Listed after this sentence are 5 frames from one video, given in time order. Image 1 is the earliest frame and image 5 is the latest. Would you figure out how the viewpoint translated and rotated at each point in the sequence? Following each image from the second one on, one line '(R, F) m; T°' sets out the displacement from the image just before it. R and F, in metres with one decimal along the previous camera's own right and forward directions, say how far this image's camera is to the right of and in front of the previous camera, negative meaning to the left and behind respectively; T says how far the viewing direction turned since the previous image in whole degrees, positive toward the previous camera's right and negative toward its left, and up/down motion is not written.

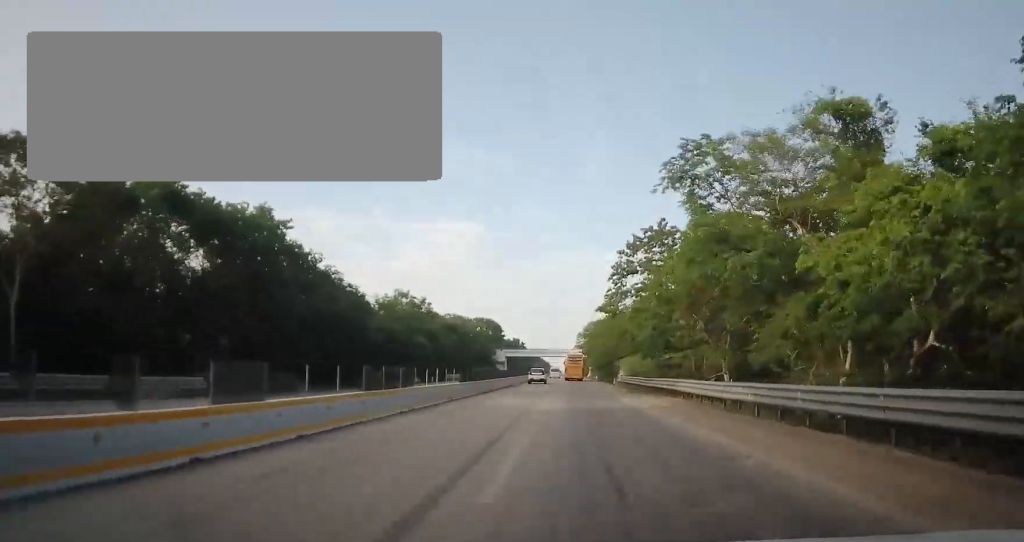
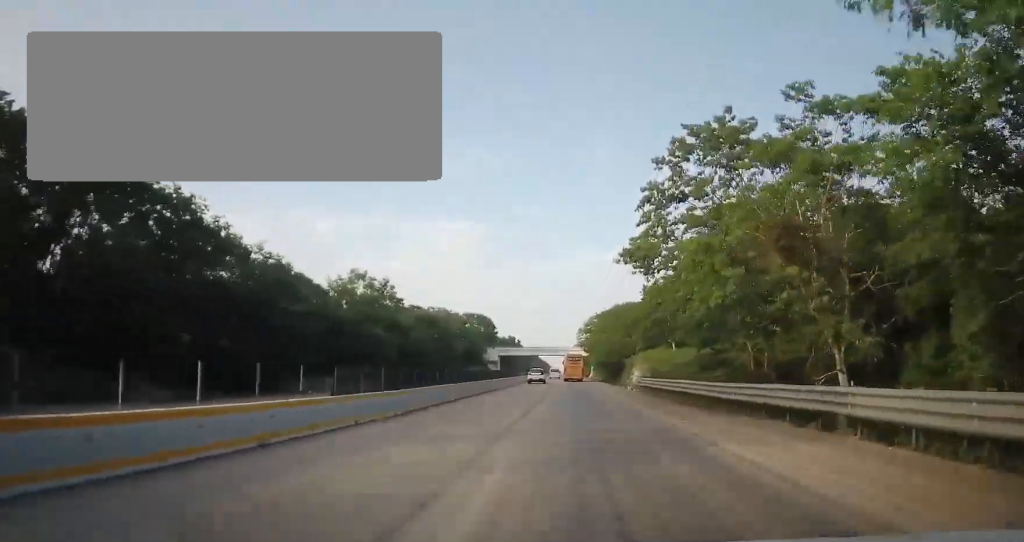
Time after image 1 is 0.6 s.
(-0.1, +17.7) m; 0°
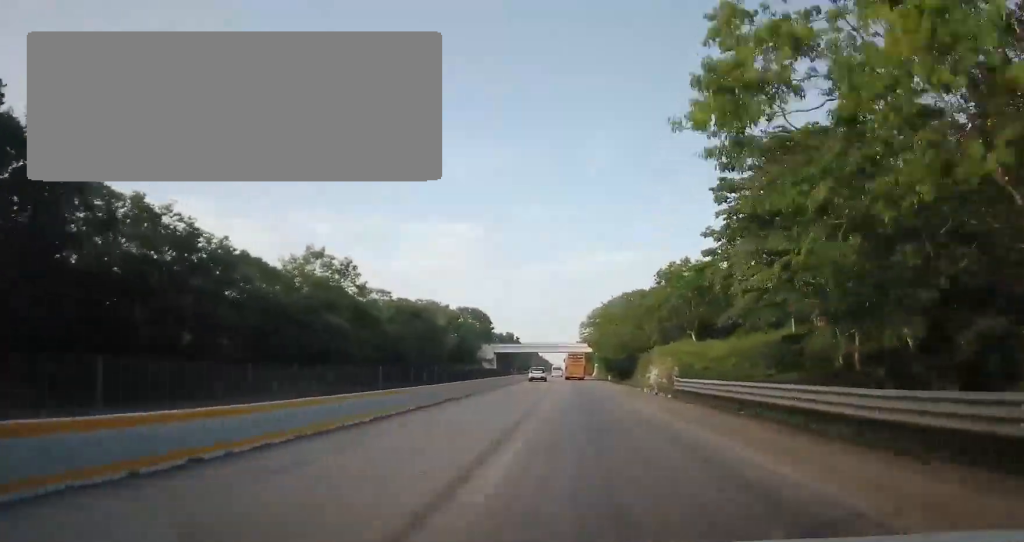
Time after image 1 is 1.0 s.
(+0.1, +12.5) m; 0°
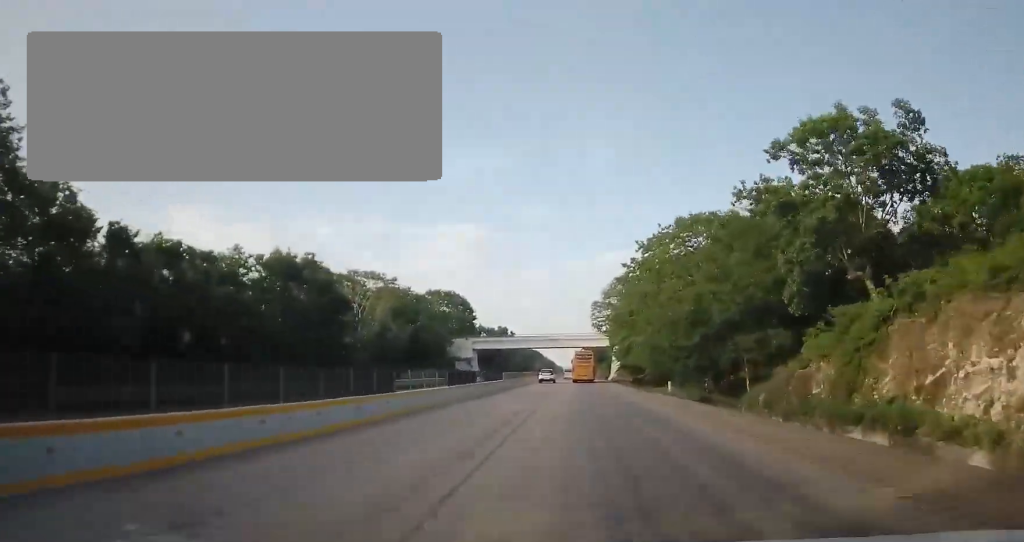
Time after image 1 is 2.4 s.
(0.0, +41.3) m; -1°
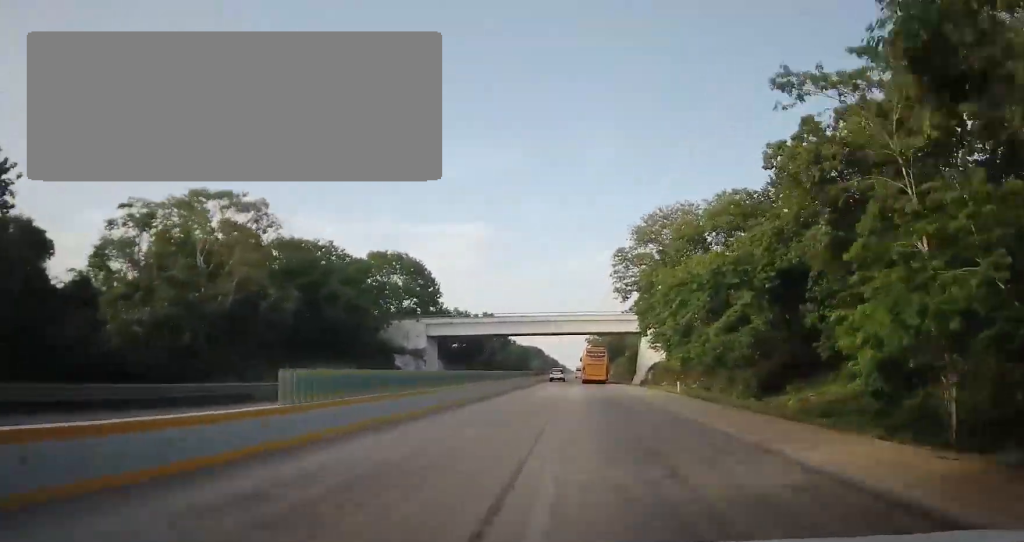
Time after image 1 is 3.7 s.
(-0.6, +38.6) m; -1°
